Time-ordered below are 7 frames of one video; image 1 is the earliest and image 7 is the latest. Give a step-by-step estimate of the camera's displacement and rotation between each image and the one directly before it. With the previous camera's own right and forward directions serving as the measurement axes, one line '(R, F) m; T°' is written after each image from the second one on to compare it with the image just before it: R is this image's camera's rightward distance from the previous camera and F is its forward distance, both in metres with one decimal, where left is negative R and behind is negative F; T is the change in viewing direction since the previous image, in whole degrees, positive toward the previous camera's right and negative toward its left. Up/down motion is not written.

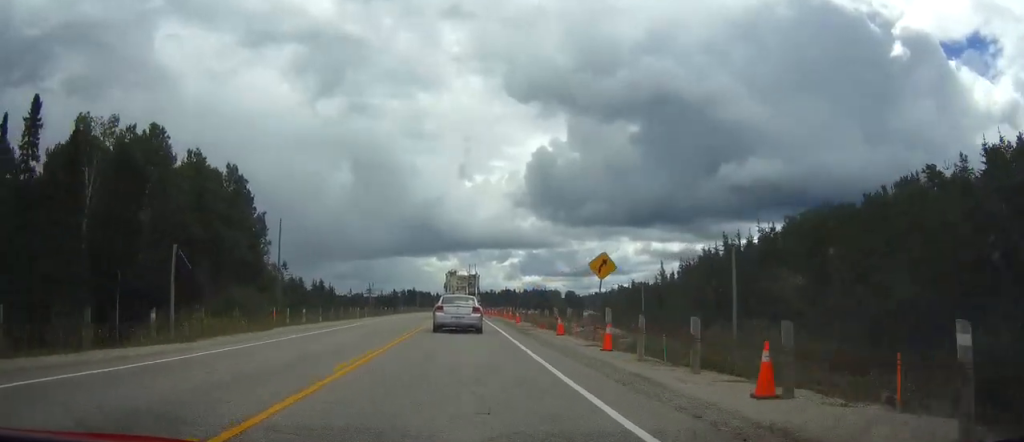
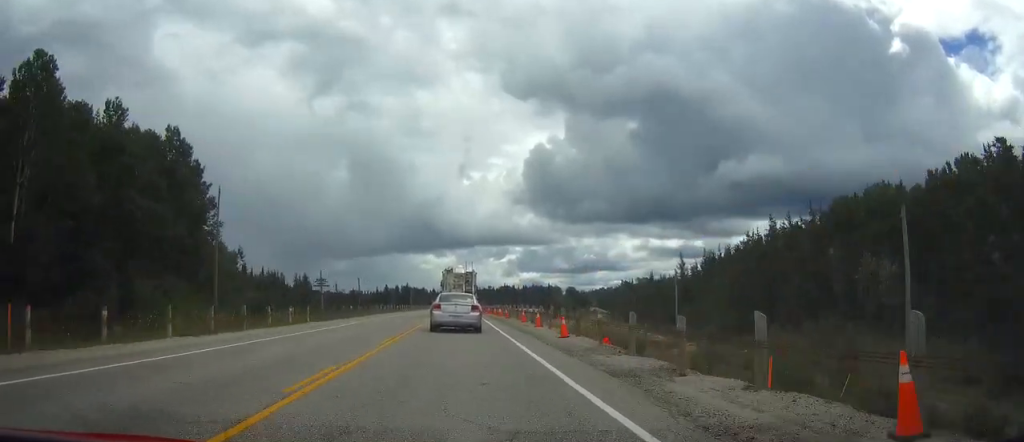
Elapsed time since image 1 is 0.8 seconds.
(0.0, +21.0) m; 0°
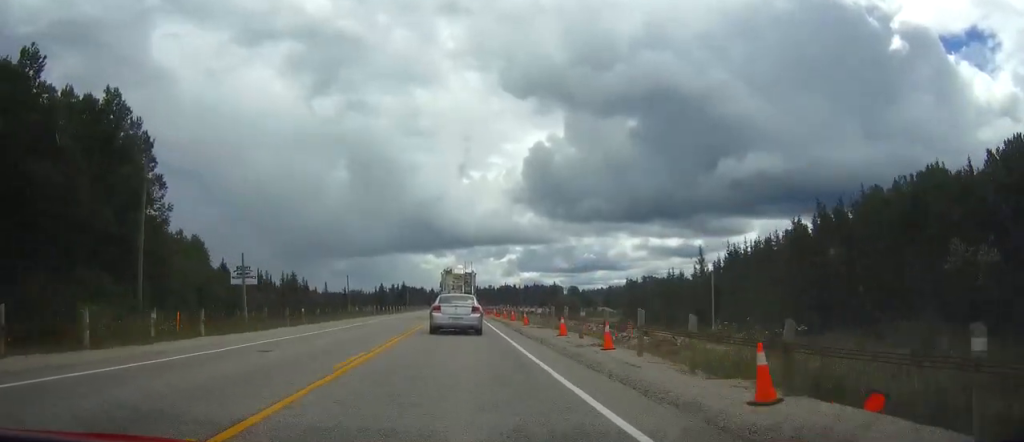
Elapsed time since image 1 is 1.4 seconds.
(0.0, +15.6) m; 0°
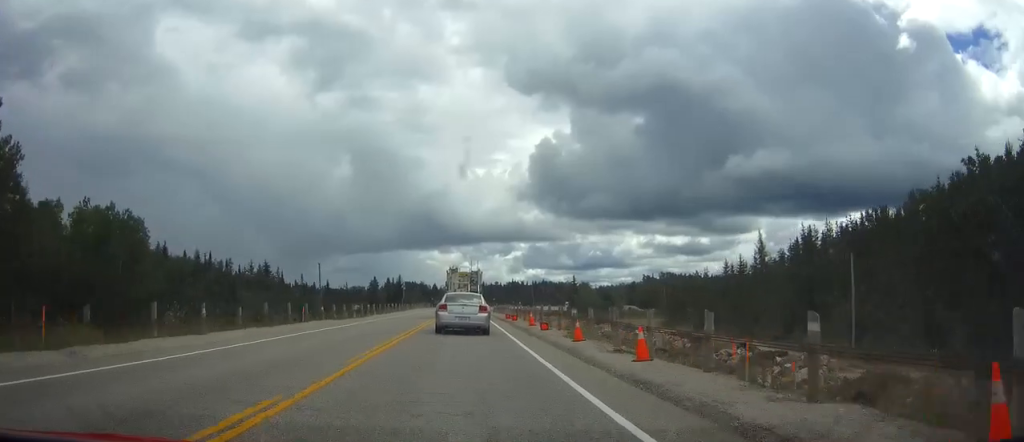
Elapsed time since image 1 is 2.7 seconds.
(0.0, +33.3) m; 0°
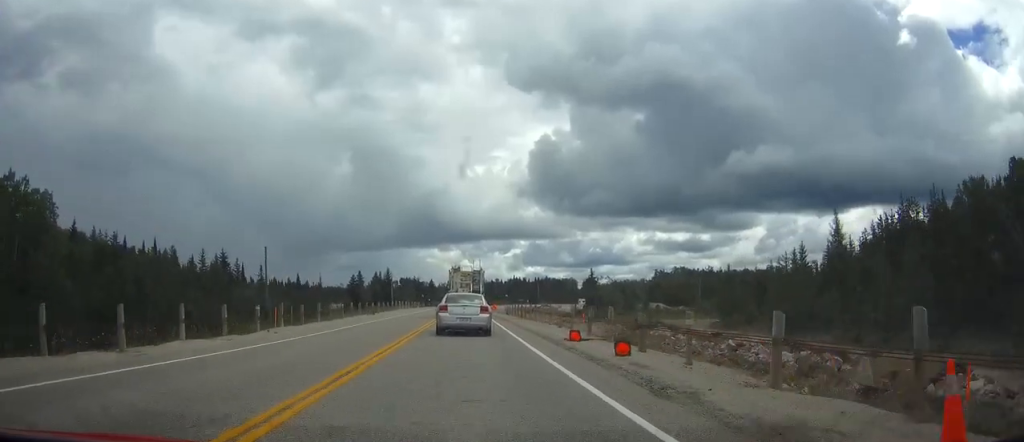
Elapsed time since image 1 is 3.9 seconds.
(-0.1, +31.1) m; 0°
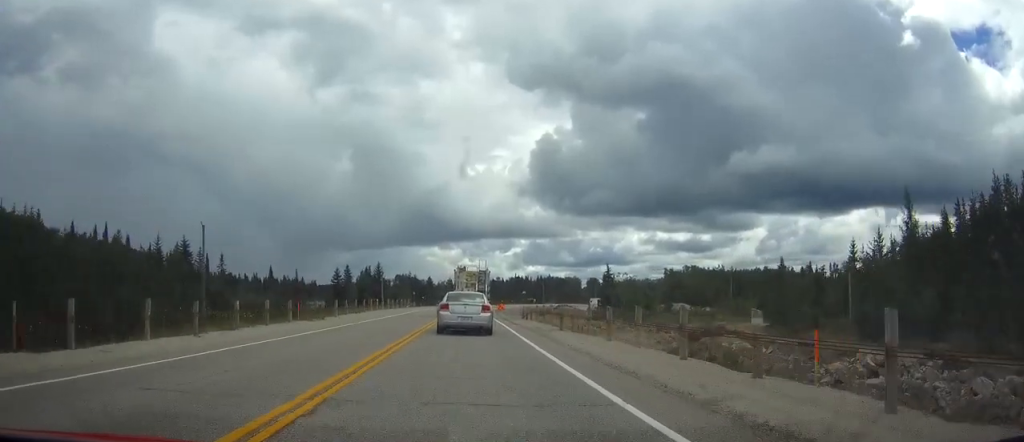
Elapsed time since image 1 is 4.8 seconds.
(-0.1, +20.7) m; 0°
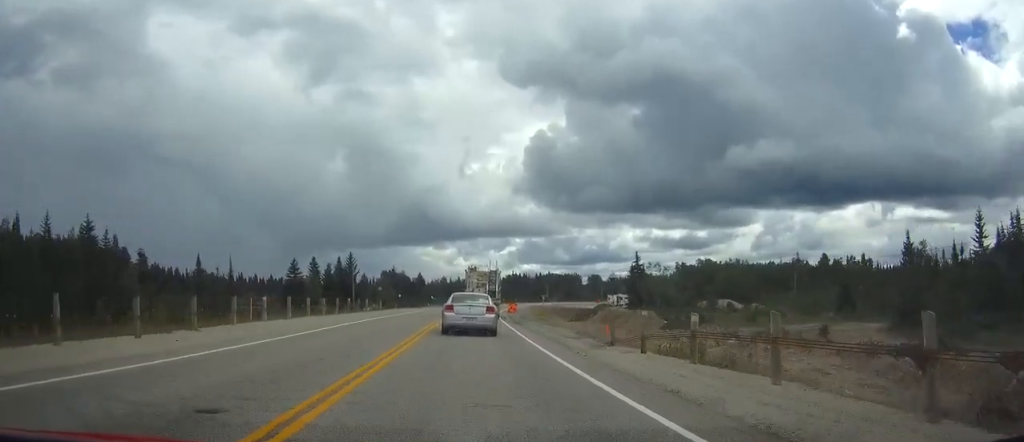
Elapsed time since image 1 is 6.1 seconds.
(+0.1, +32.7) m; 0°
